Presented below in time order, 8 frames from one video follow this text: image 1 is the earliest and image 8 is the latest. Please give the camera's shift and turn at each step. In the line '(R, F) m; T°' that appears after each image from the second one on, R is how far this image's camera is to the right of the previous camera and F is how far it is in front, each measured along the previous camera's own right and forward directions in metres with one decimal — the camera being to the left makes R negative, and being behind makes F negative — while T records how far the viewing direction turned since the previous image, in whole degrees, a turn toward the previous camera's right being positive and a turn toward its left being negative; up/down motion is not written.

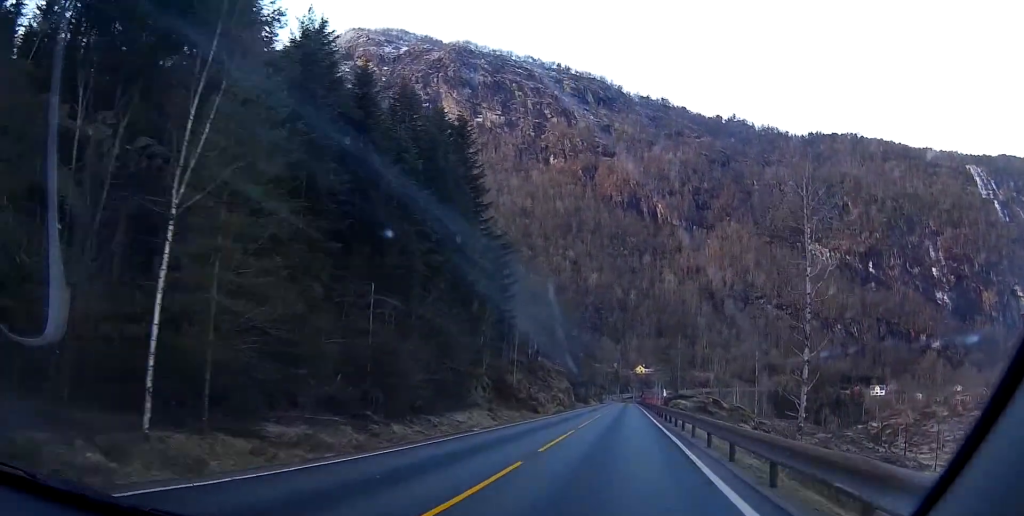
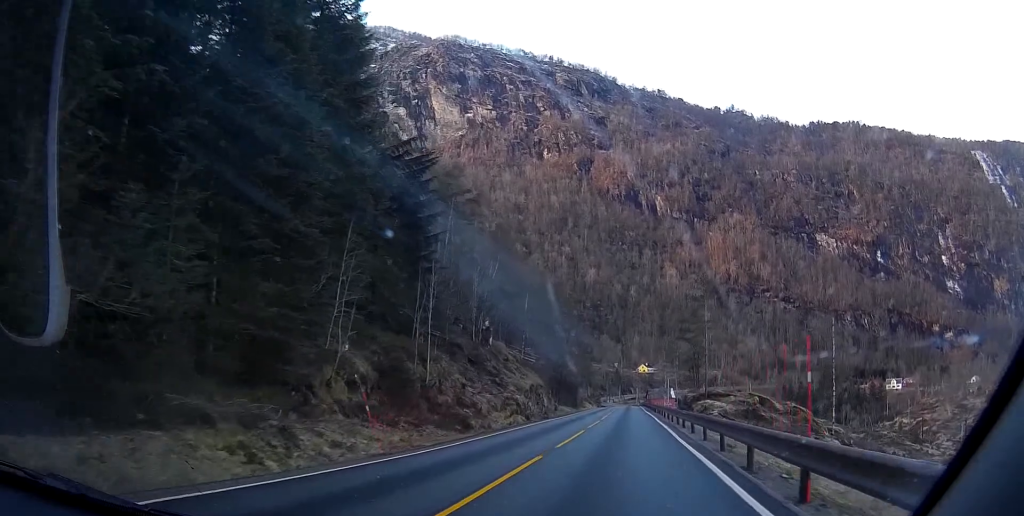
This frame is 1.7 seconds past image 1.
(-0.2, +33.9) m; -1°
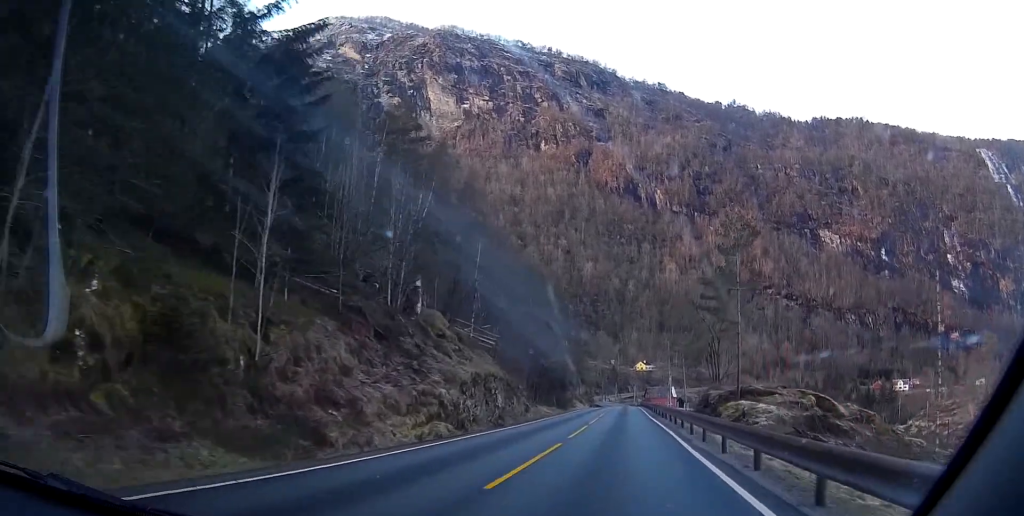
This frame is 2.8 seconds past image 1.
(-0.3, +20.7) m; -1°
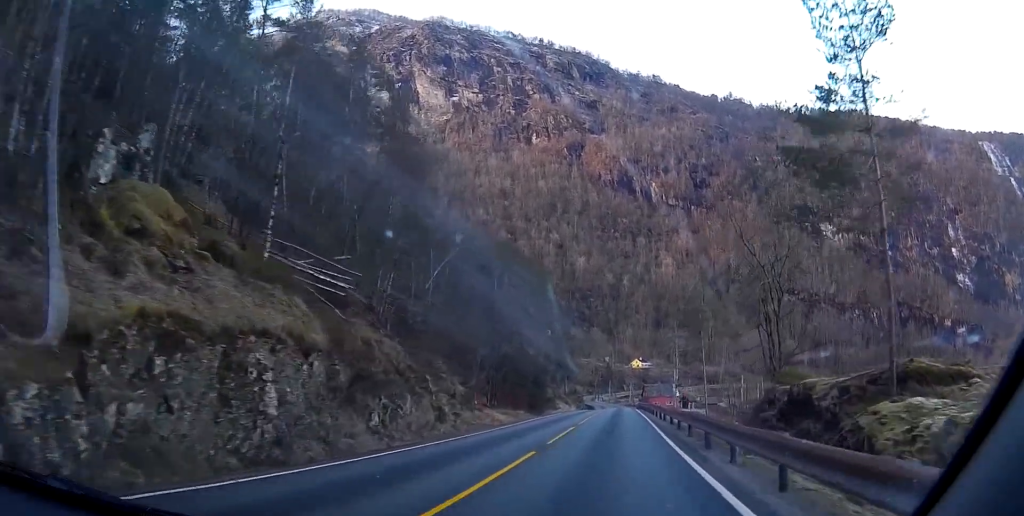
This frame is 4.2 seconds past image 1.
(+0.1, +27.0) m; 0°
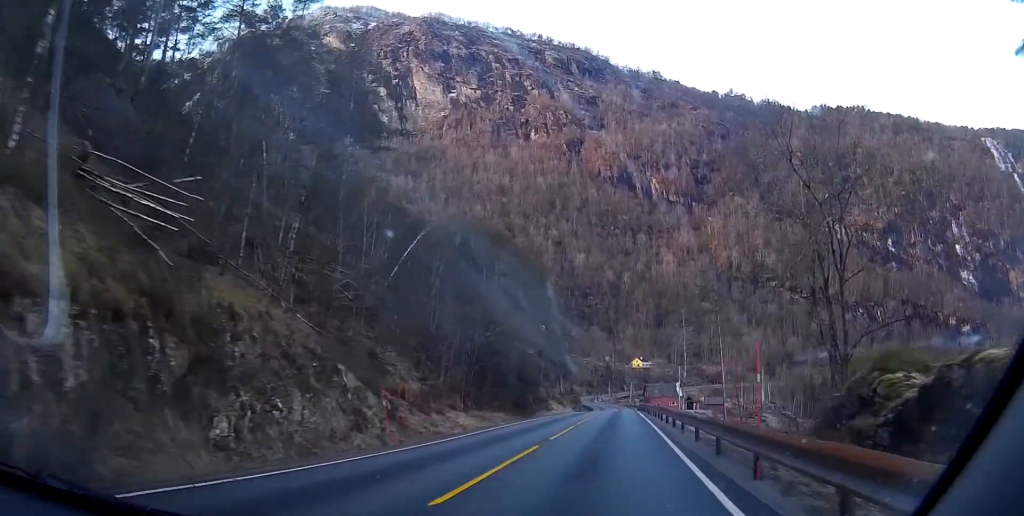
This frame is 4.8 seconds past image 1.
(0.0, +10.9) m; 0°
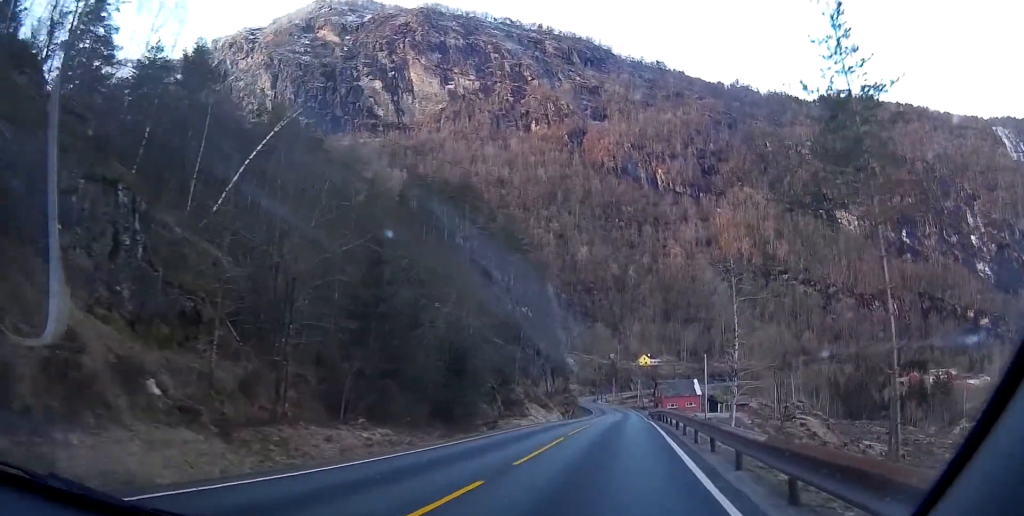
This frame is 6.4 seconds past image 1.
(0.0, +30.6) m; 0°
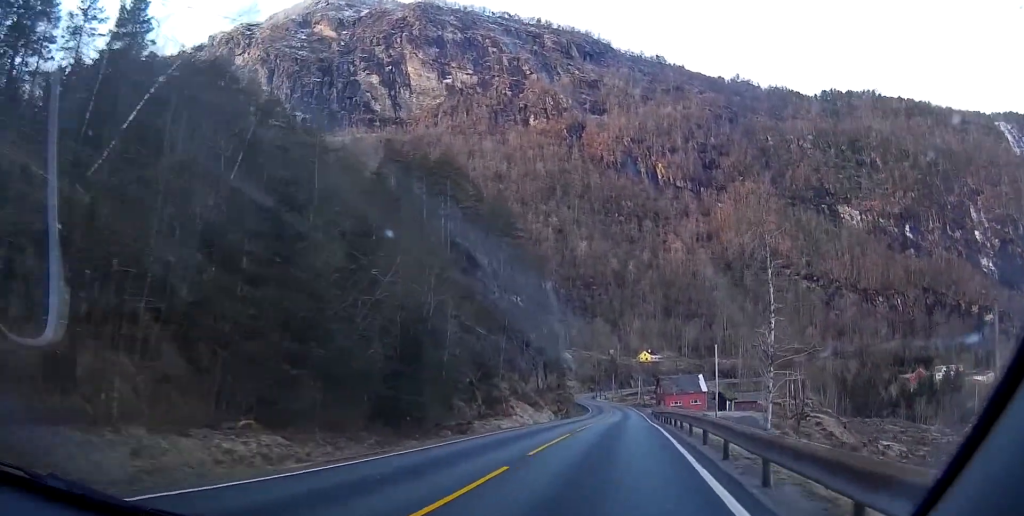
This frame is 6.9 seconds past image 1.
(0.0, +10.1) m; 0°
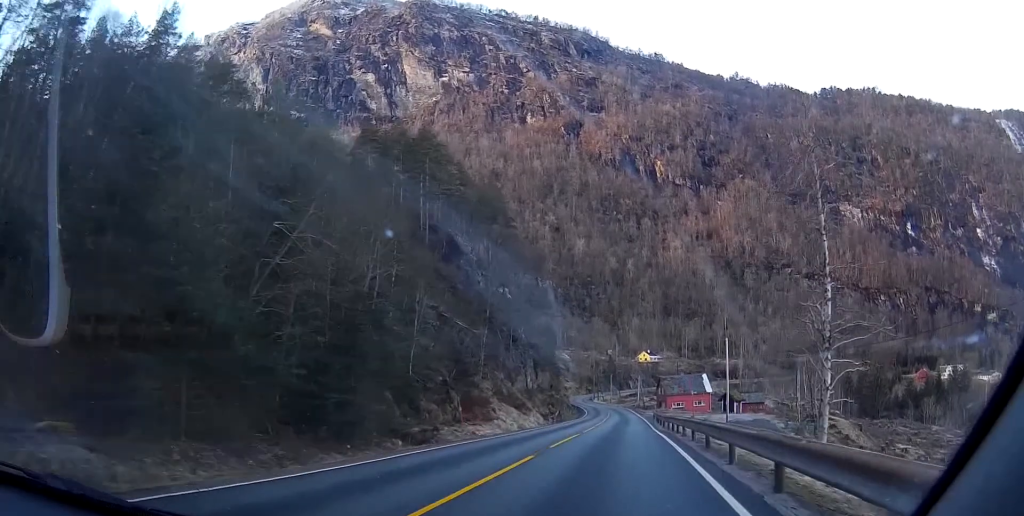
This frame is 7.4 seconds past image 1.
(0.0, +8.8) m; 0°
